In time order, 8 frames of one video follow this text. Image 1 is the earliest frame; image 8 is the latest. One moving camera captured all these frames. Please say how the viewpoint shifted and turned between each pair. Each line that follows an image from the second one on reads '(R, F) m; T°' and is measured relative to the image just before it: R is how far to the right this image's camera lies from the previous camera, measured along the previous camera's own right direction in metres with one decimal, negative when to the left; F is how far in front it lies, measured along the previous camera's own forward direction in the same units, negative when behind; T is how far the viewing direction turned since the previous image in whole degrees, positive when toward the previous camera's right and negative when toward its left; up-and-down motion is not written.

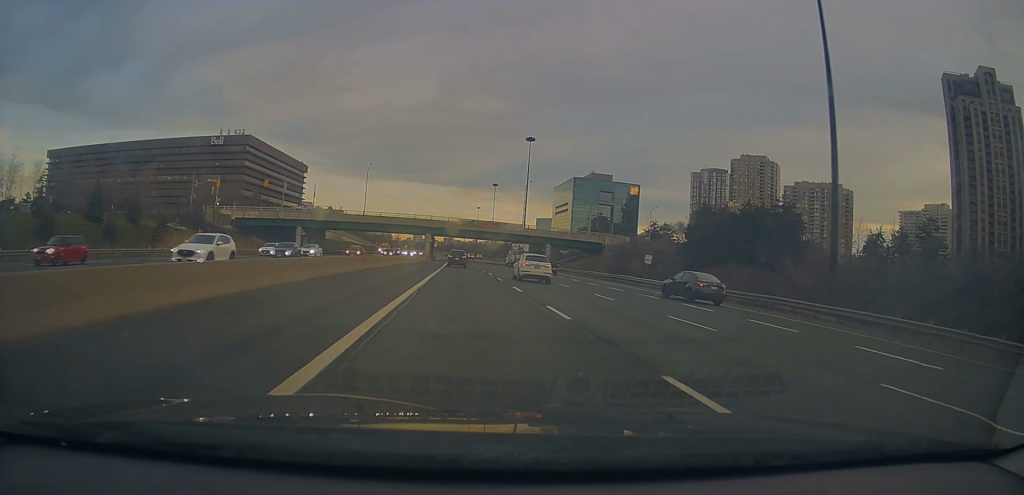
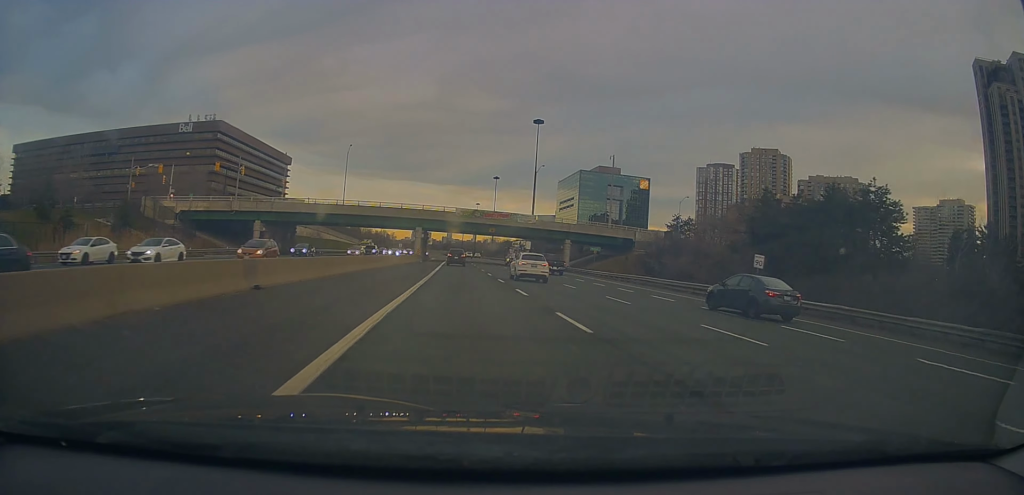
(-0.1, +20.2) m; 0°
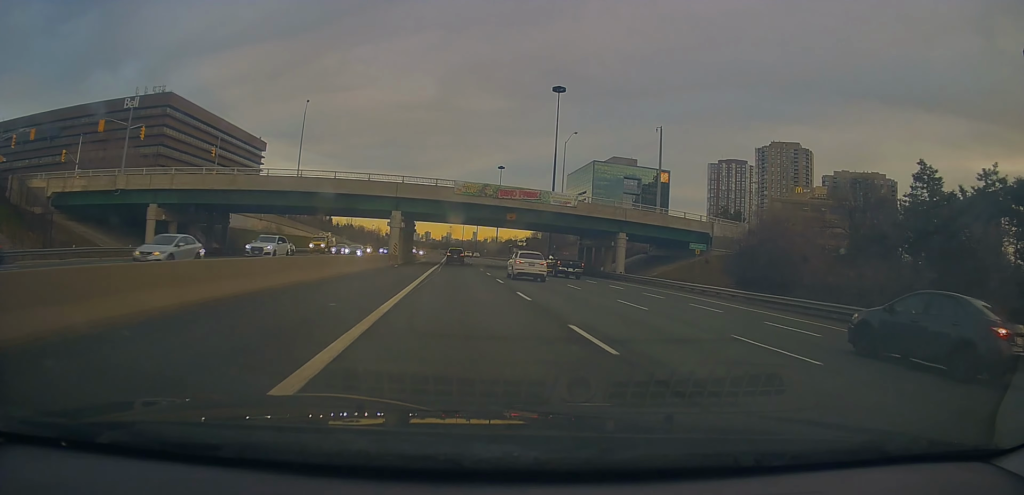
(+0.3, +28.9) m; 0°
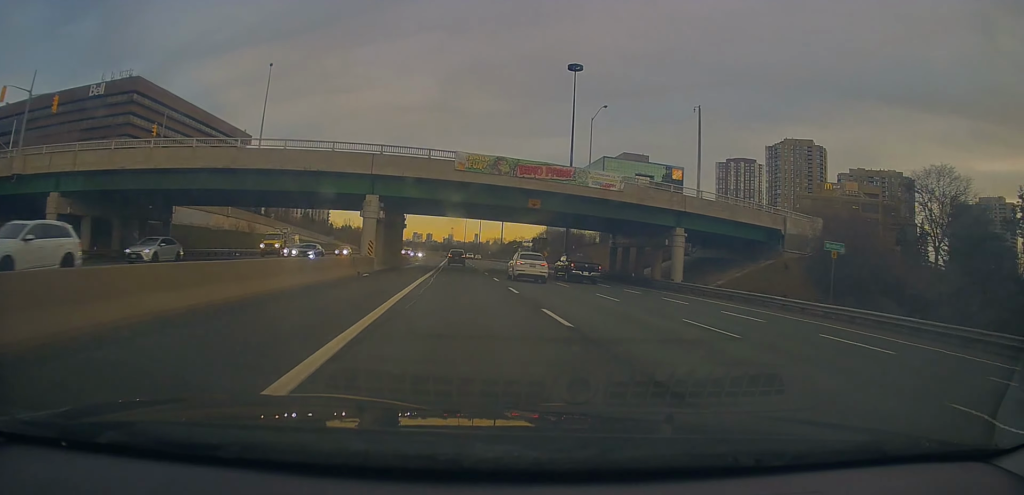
(+0.1, +15.0) m; 0°
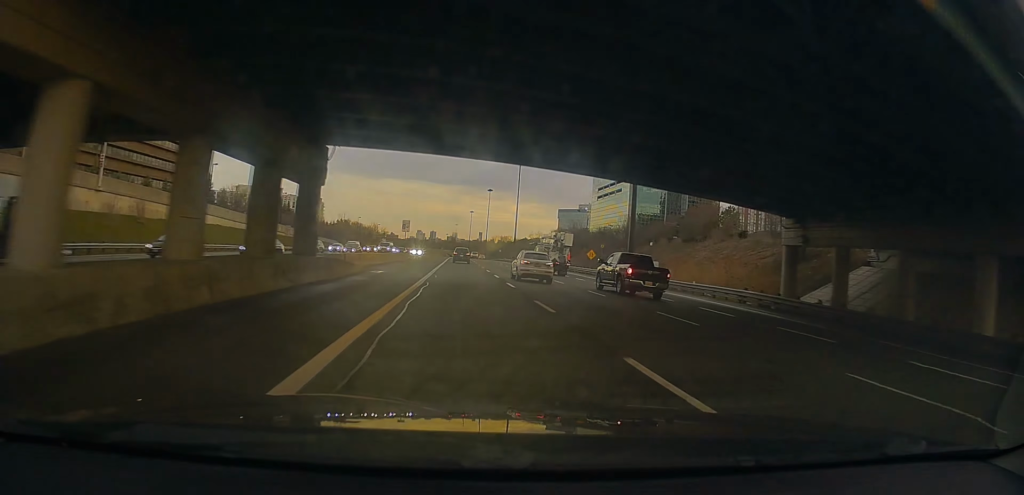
(-0.5, +33.5) m; -1°
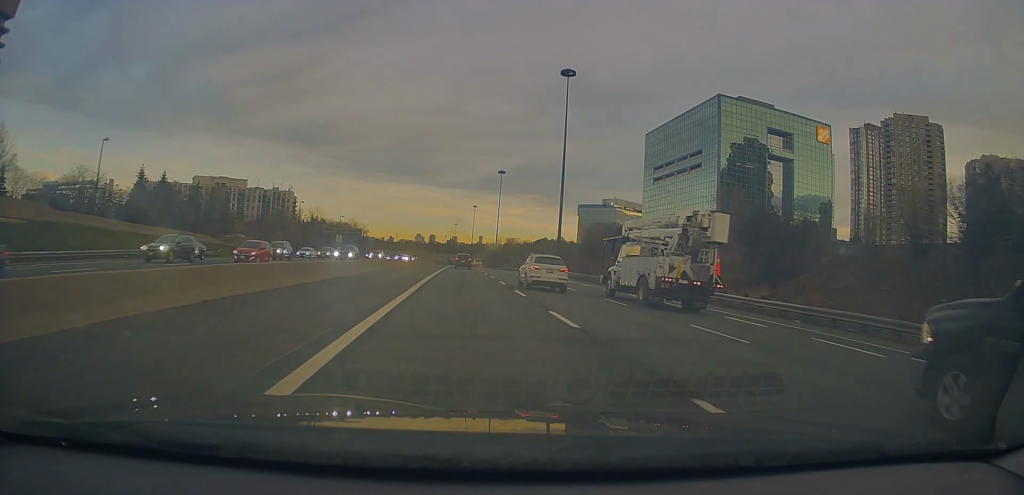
(+0.2, +73.4) m; +1°
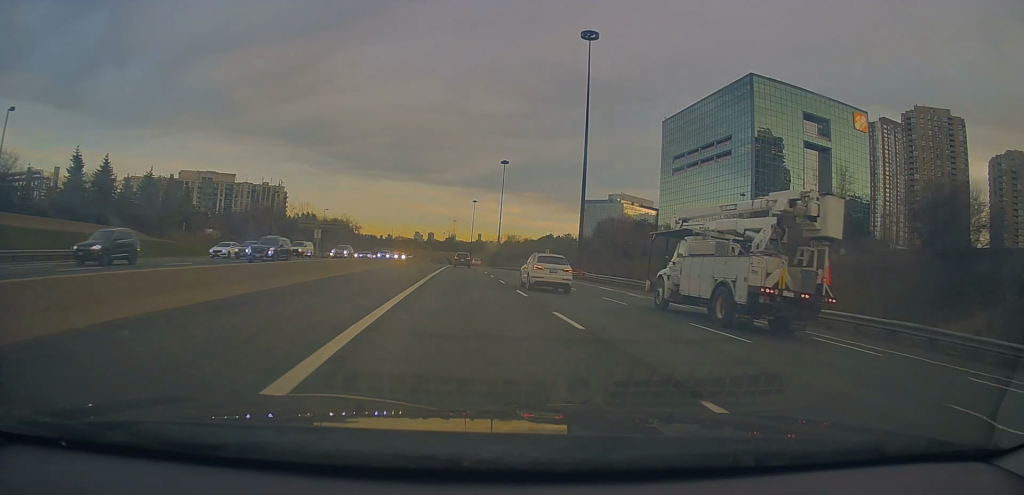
(0.0, +17.7) m; 0°
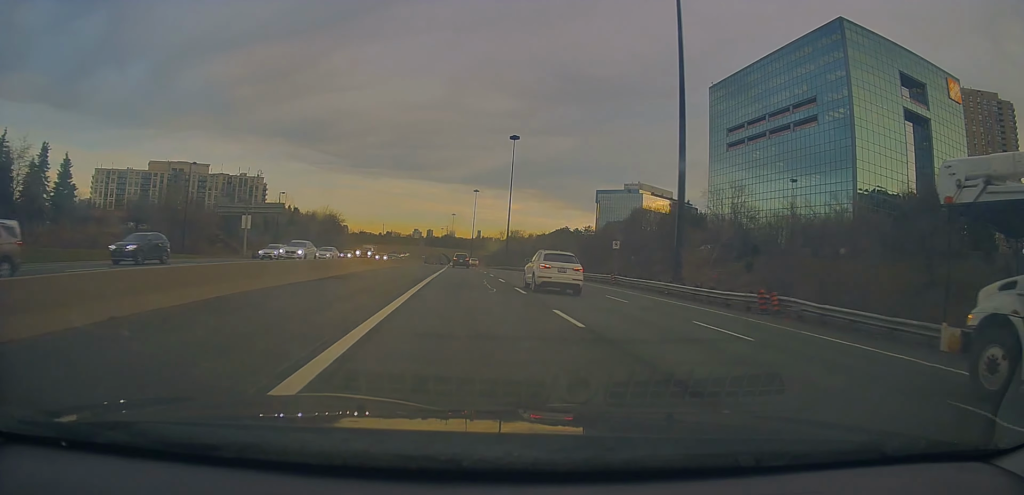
(0.0, +35.9) m; 0°
